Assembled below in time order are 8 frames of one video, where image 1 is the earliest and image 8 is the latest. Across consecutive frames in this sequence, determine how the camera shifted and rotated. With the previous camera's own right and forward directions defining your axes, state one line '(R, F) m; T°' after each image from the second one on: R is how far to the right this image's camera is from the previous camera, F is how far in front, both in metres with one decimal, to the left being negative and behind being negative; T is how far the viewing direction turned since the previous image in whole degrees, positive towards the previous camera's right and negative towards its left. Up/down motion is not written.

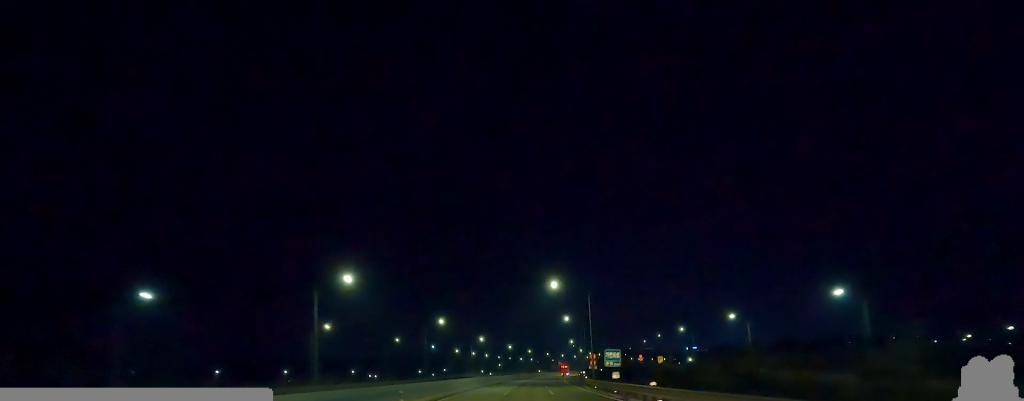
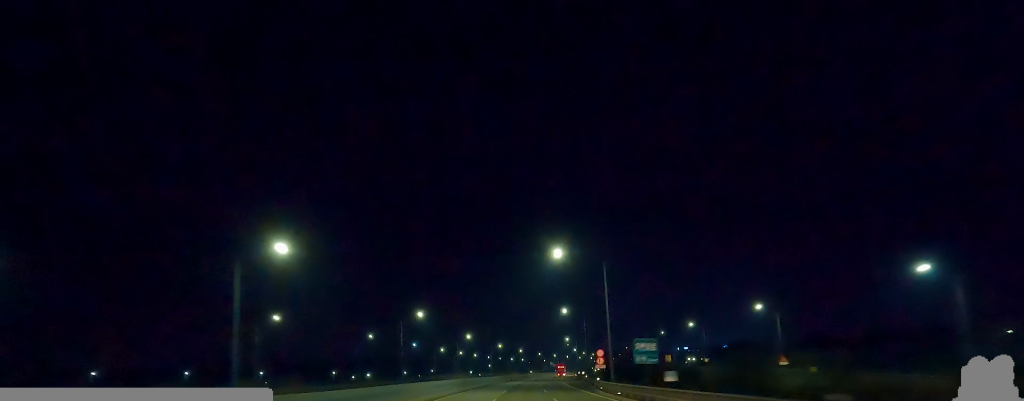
(+0.3, +14.7) m; +1°
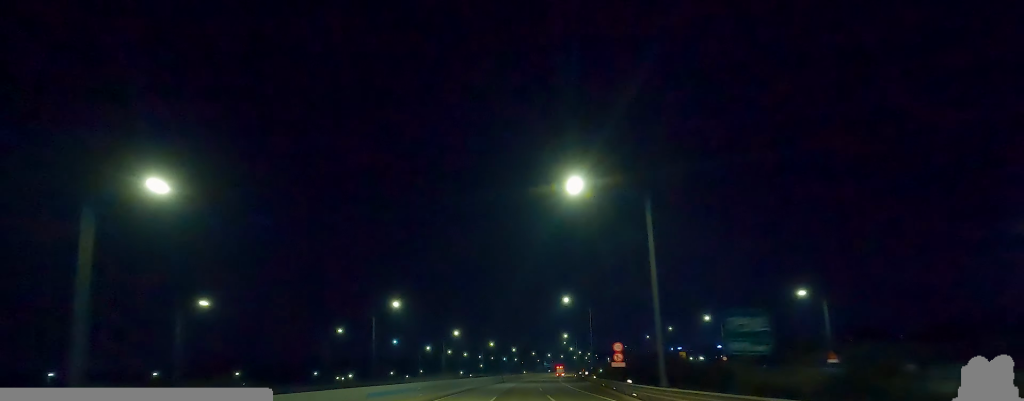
(0.0, +14.8) m; 0°
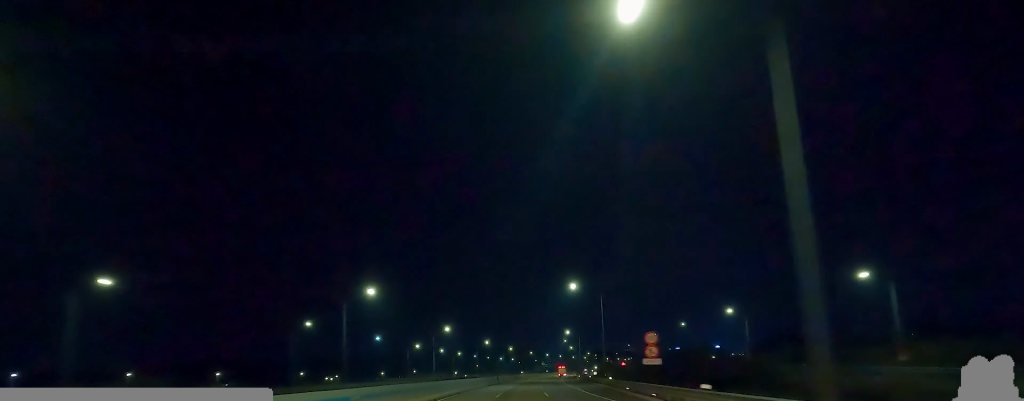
(0.0, +13.0) m; +1°
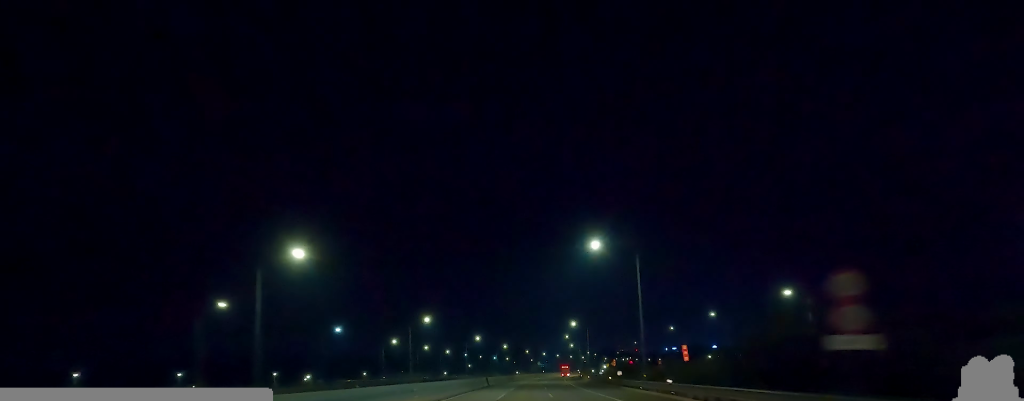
(-0.2, +22.3) m; +3°
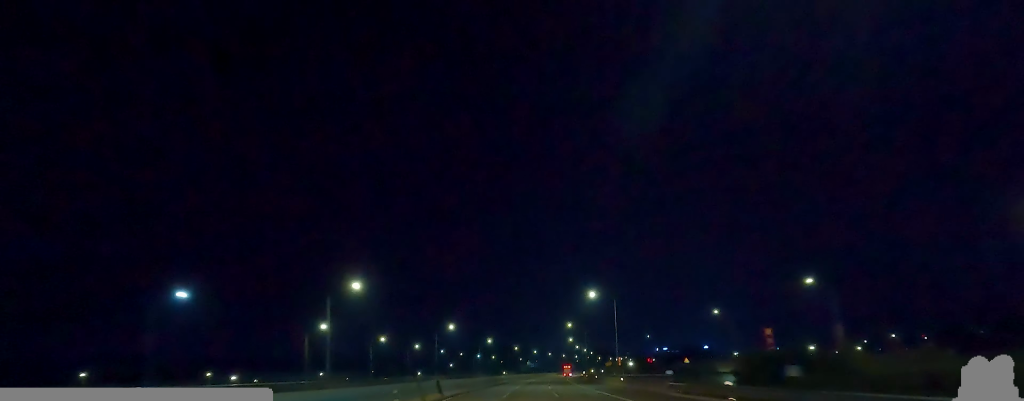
(+1.0, +38.5) m; 0°
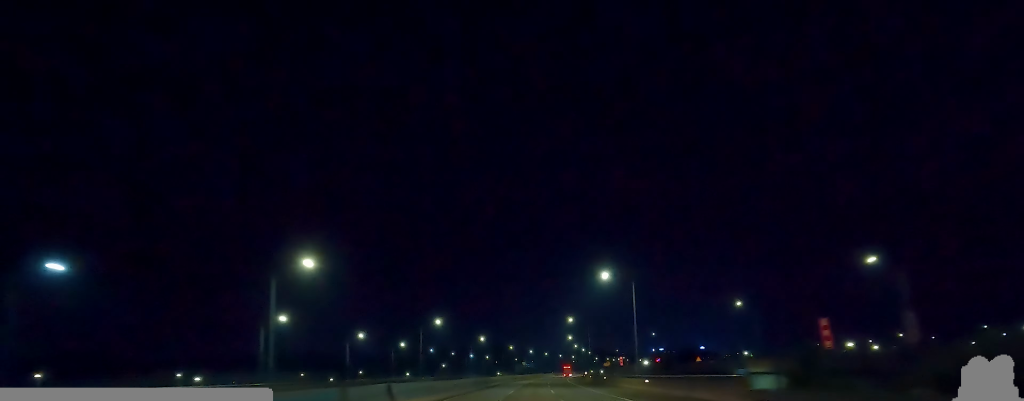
(-0.7, +12.8) m; 0°
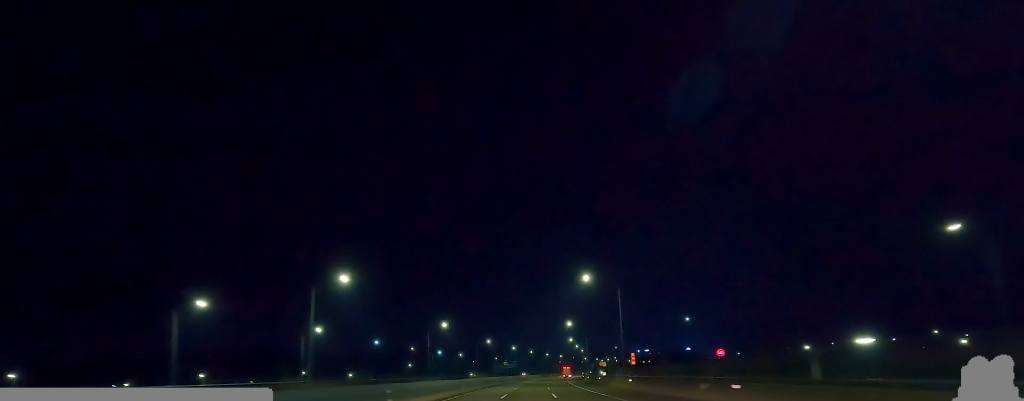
(+2.2, +47.5) m; +3°
